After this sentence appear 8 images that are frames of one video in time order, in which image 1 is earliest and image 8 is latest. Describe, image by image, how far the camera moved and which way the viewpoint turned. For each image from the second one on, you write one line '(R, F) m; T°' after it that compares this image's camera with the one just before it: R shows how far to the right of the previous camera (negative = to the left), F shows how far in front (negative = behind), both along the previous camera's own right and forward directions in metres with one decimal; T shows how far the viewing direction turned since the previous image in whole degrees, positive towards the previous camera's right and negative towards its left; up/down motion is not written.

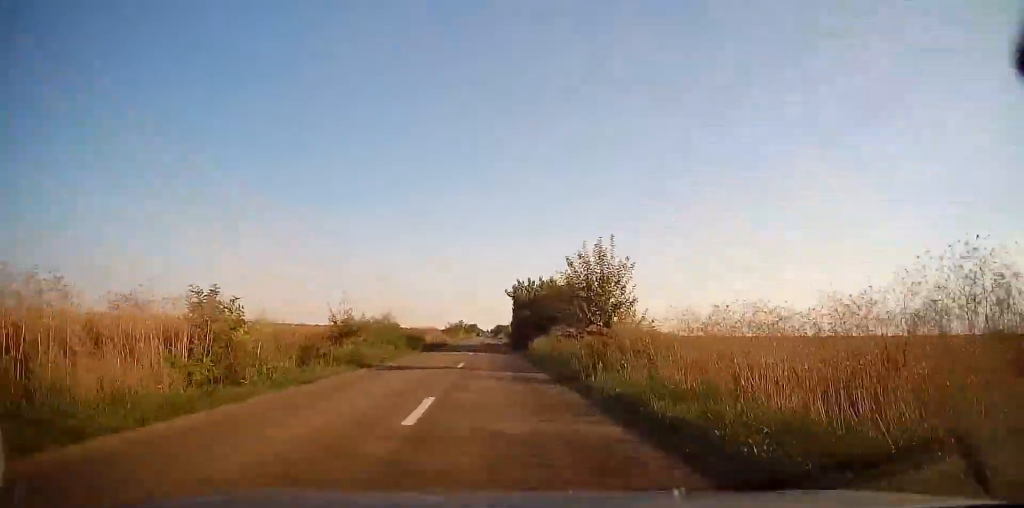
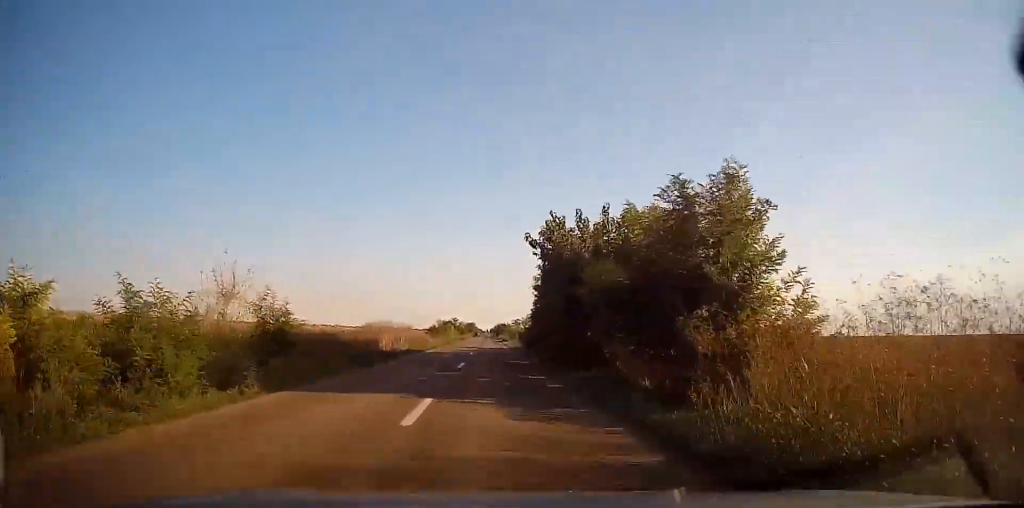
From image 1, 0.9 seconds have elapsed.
(+0.2, +24.2) m; +1°
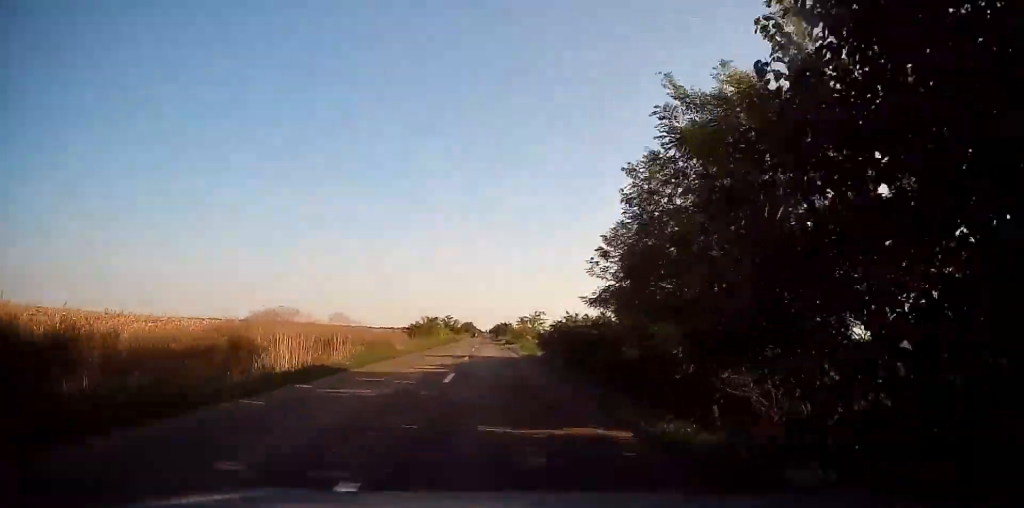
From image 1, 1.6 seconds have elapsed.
(+0.1, +18.0) m; 0°
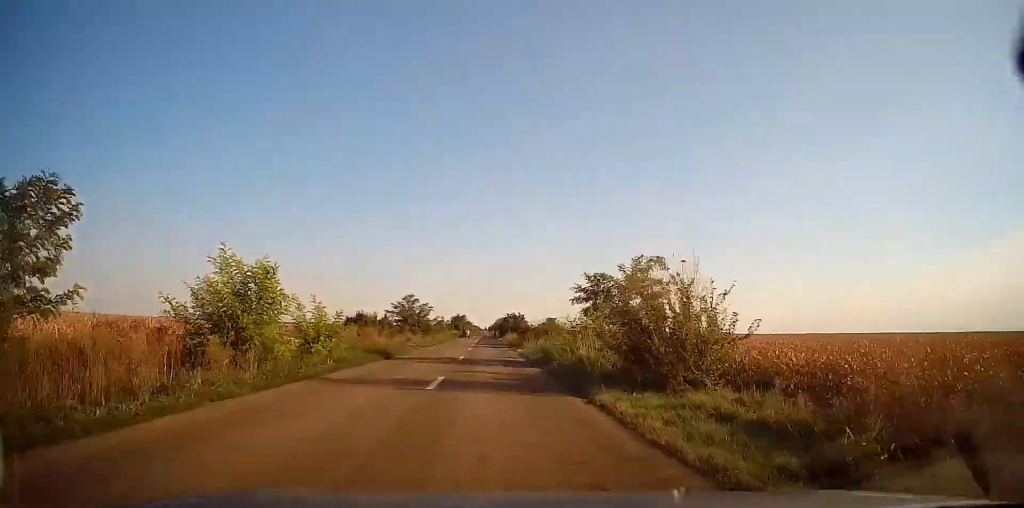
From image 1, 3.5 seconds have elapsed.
(0.0, +50.2) m; 0°
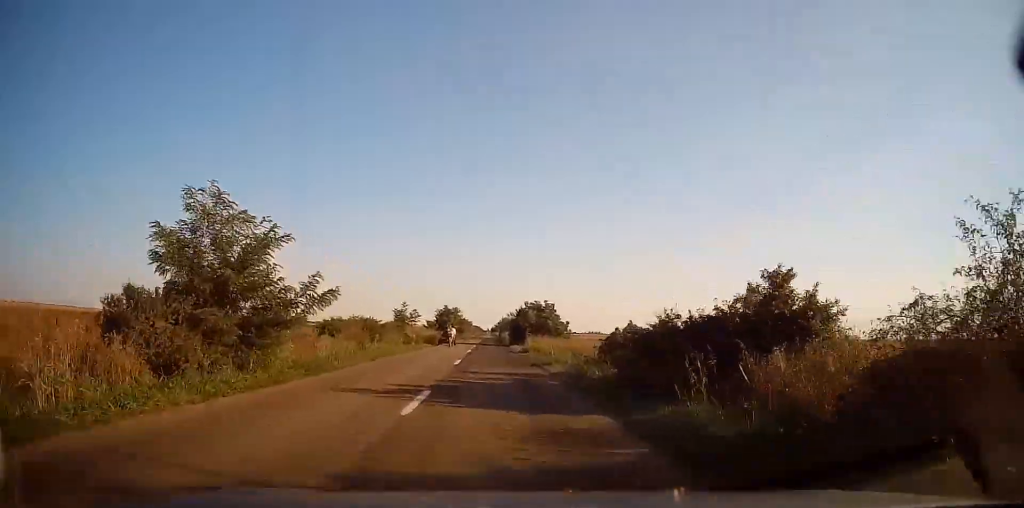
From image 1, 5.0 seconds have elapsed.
(0.0, +39.5) m; +1°
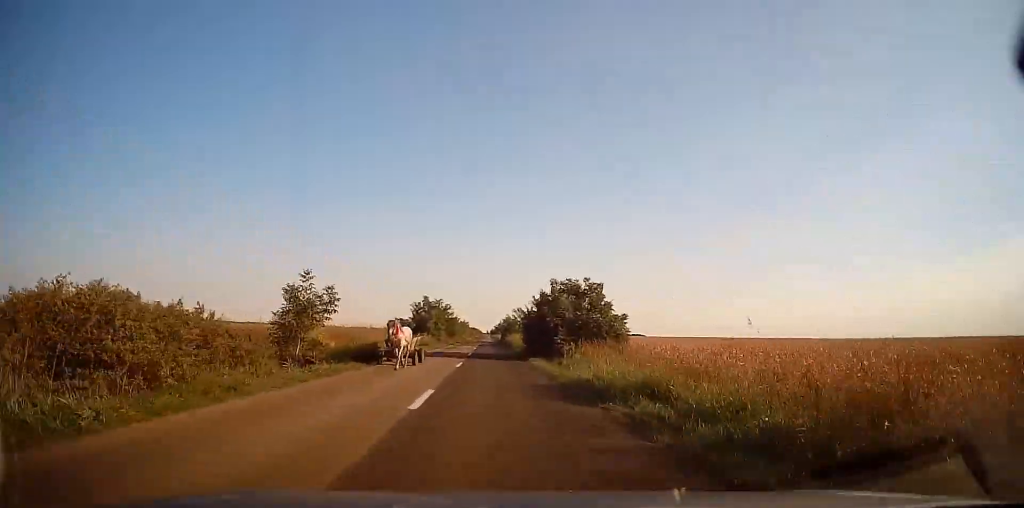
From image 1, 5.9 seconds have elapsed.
(+0.1, +23.1) m; 0°
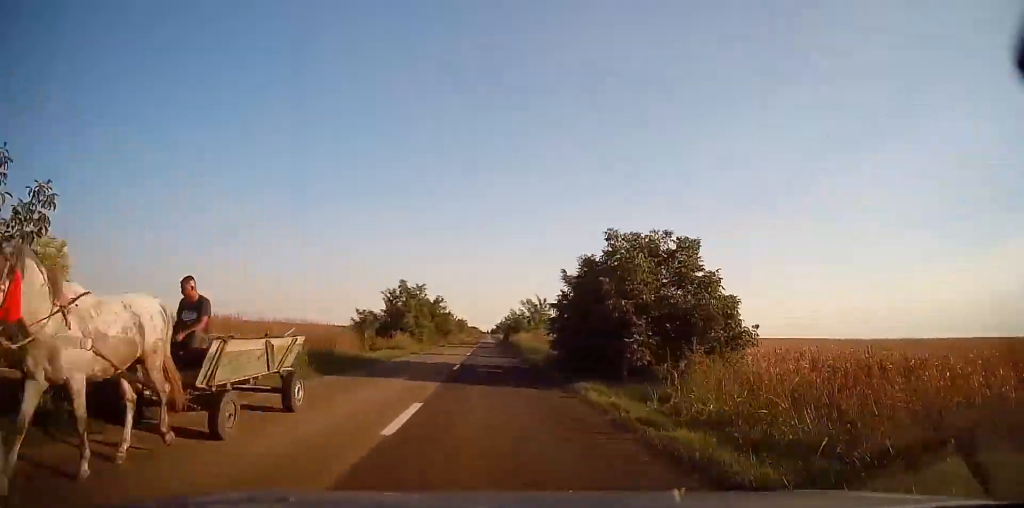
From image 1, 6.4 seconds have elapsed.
(0.0, +14.2) m; 0°
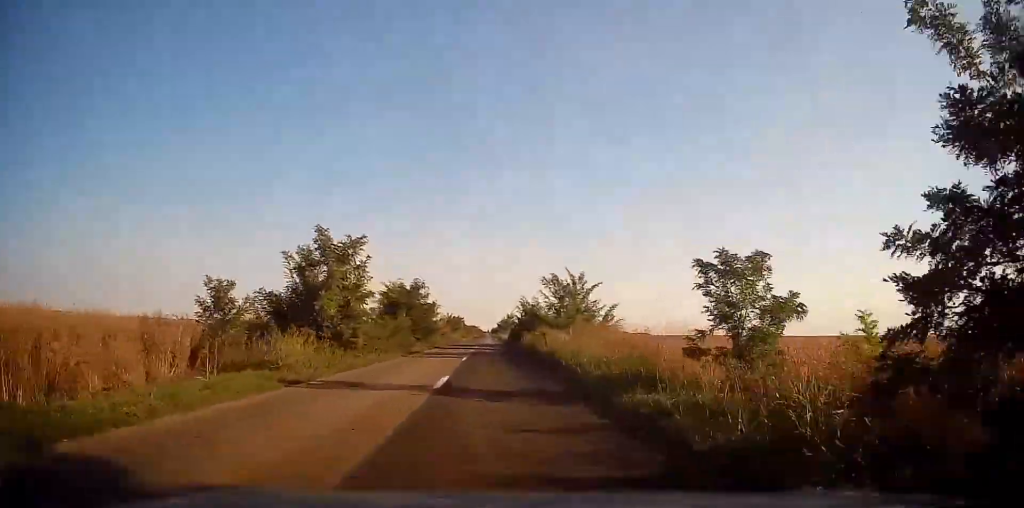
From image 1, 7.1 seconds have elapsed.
(-0.4, +18.7) m; 0°
